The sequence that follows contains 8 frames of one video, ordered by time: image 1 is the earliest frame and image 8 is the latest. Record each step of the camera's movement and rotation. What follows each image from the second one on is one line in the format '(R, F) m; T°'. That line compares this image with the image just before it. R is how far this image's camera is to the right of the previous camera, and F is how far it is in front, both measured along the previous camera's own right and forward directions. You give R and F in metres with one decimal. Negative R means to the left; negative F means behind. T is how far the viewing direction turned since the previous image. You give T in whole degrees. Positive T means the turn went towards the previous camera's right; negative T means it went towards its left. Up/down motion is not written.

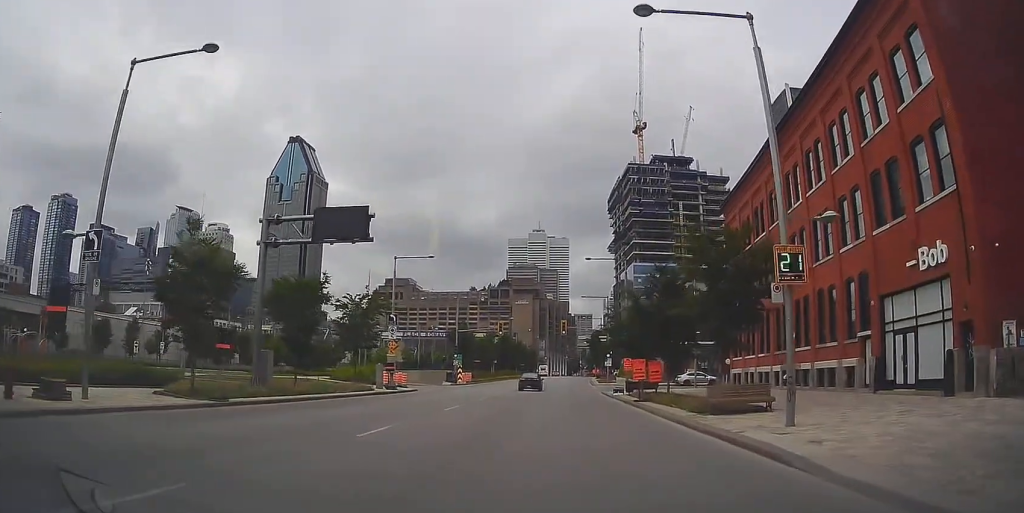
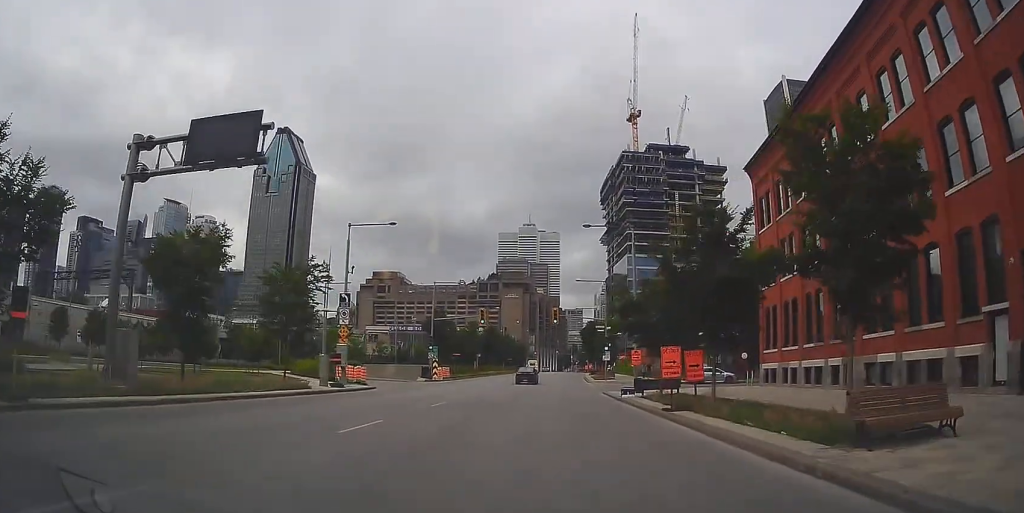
(-0.1, +8.8) m; 0°
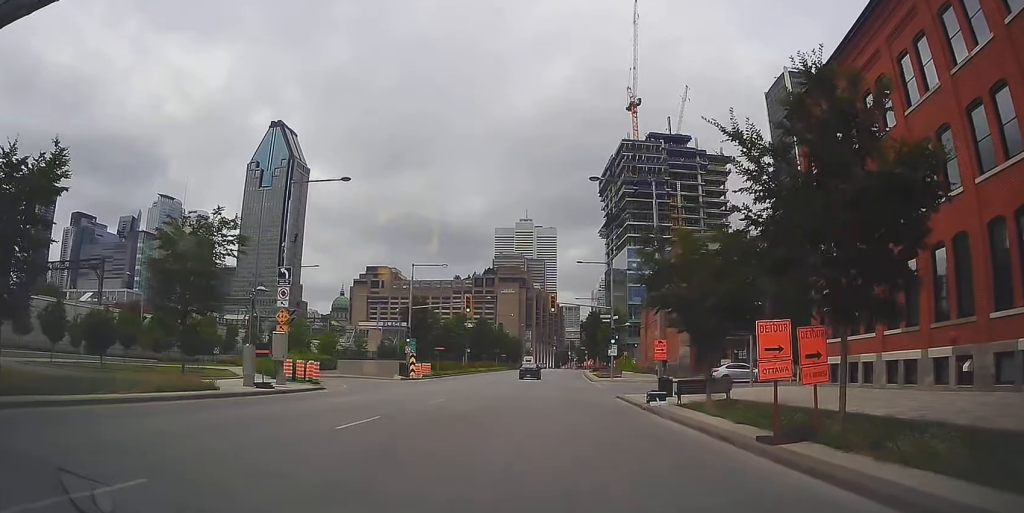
(+0.1, +8.7) m; 0°
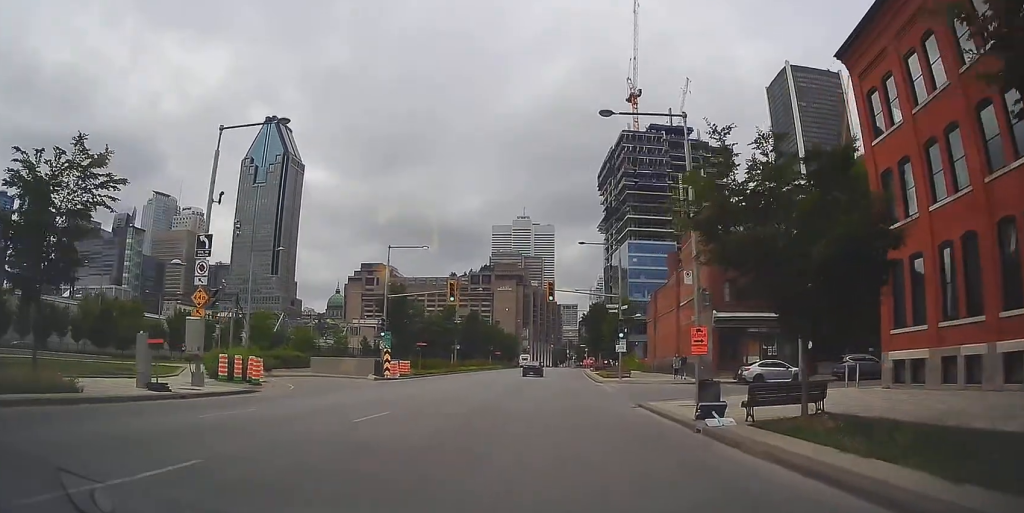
(-0.1, +7.8) m; -2°
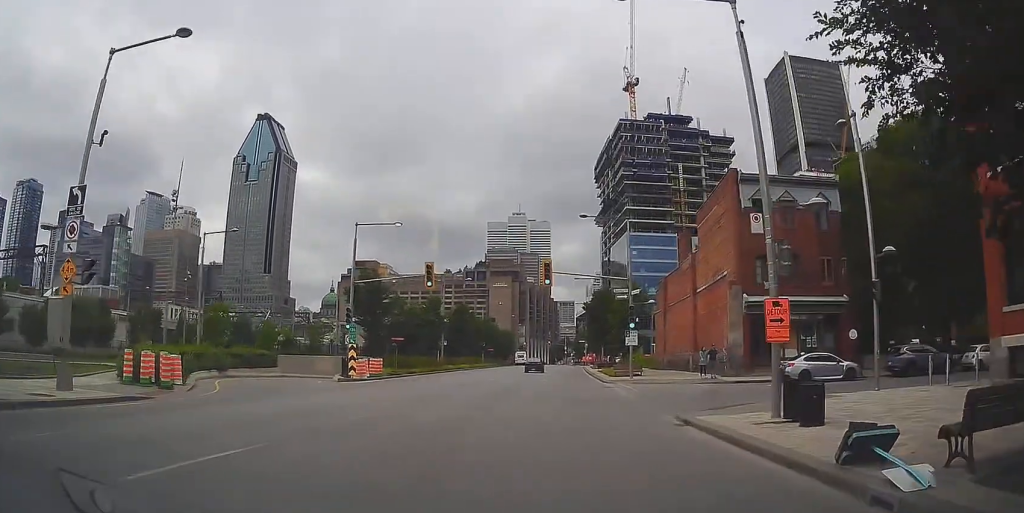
(-0.1, +7.8) m; -2°
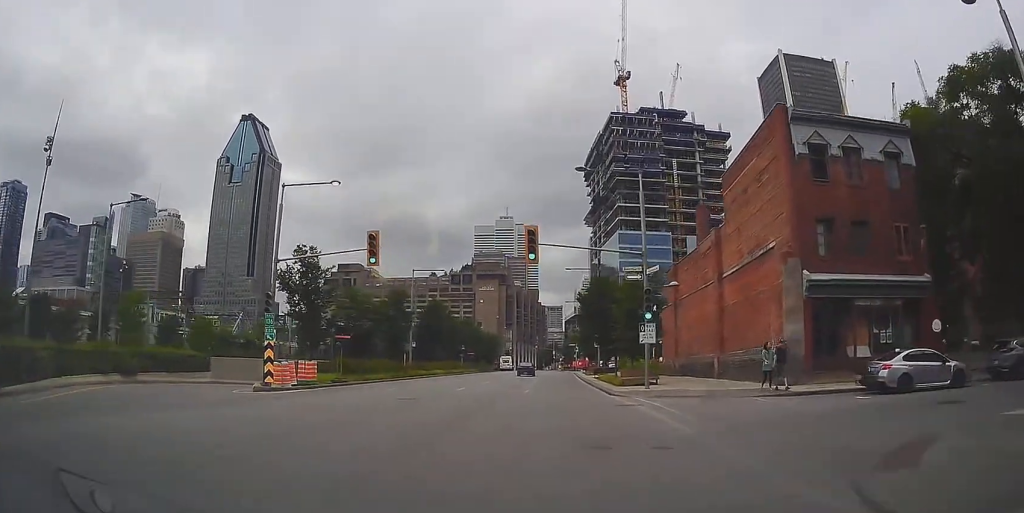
(-0.3, +11.0) m; -1°
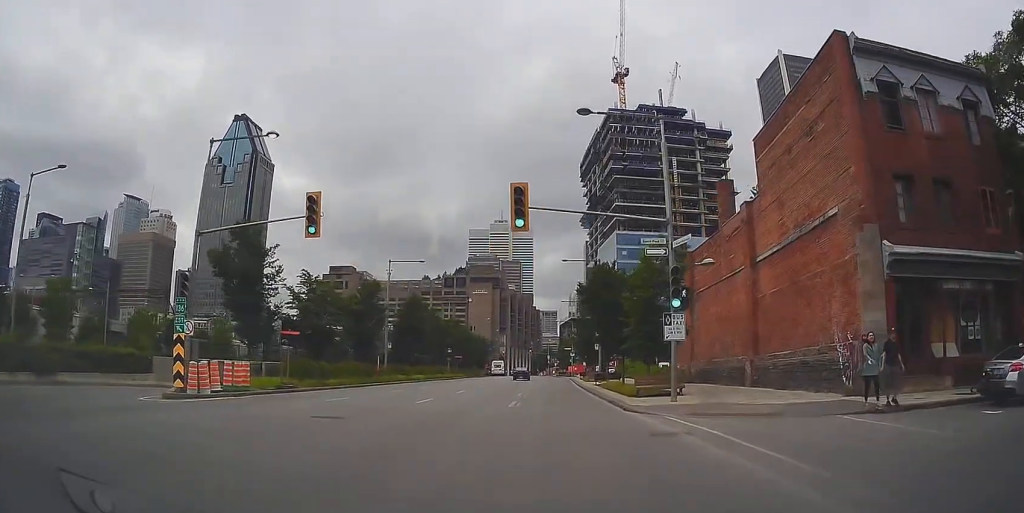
(+0.1, +7.7) m; +1°
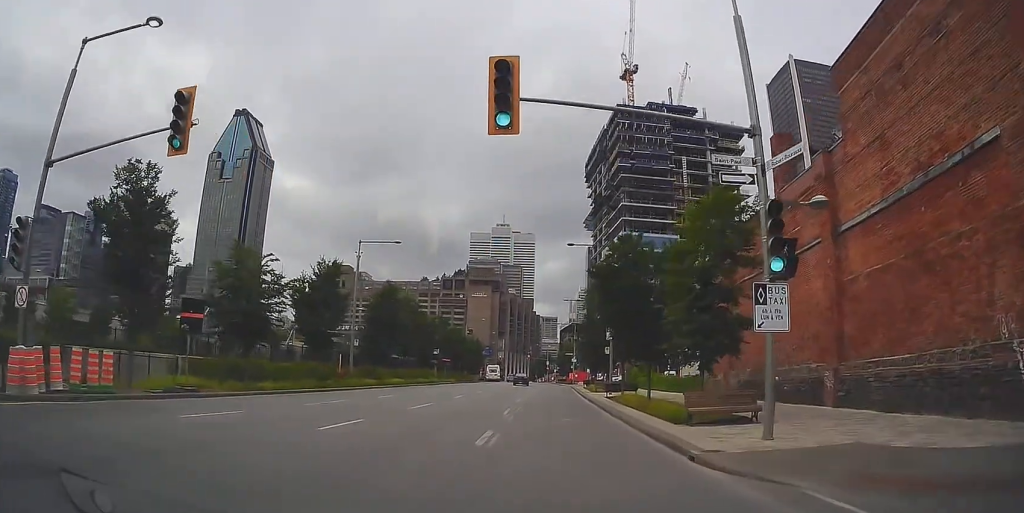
(+0.1, +9.4) m; +3°
